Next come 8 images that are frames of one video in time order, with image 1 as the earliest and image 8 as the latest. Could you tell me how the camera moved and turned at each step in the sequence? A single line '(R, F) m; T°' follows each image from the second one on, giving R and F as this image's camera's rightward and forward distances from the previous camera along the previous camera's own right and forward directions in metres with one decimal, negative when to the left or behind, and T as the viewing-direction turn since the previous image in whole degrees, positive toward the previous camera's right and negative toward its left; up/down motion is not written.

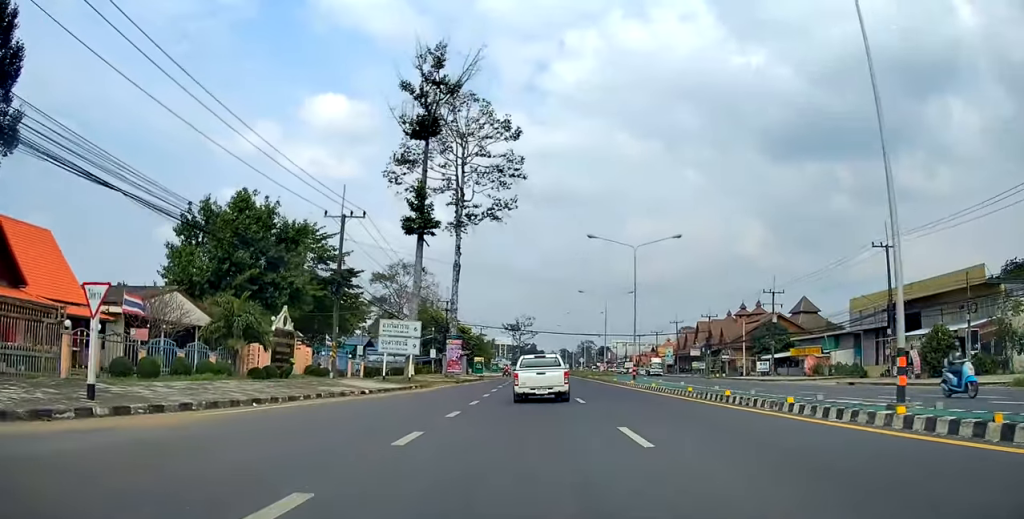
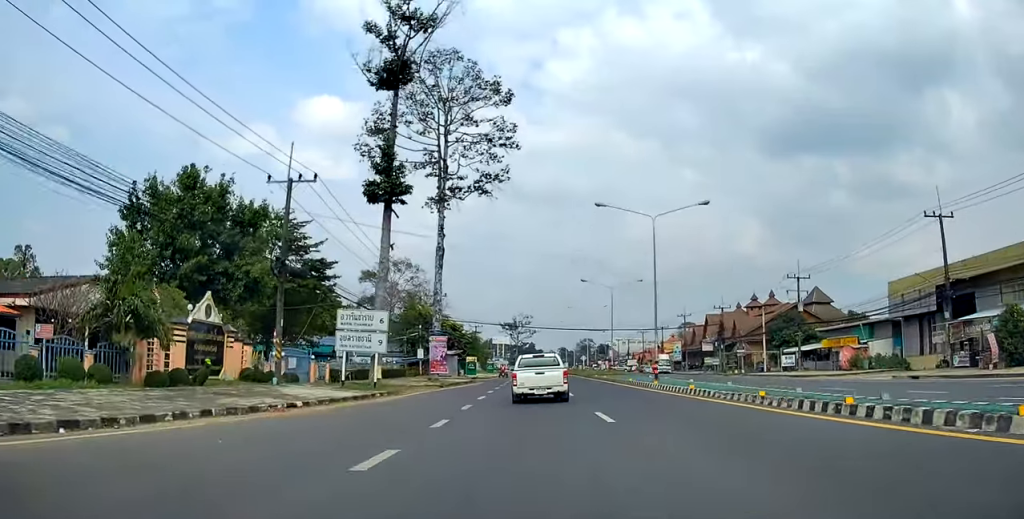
(-0.2, +8.2) m; +1°
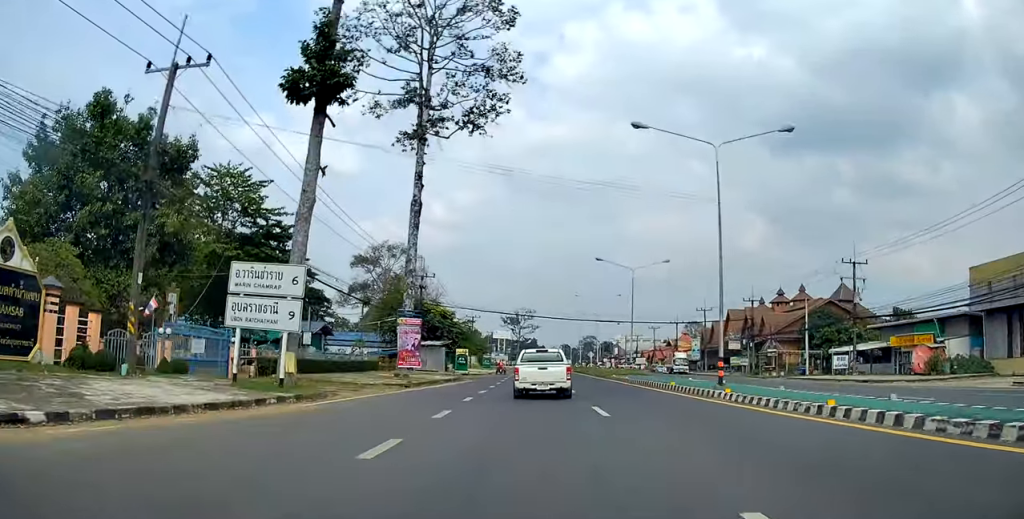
(+0.5, +12.1) m; +1°
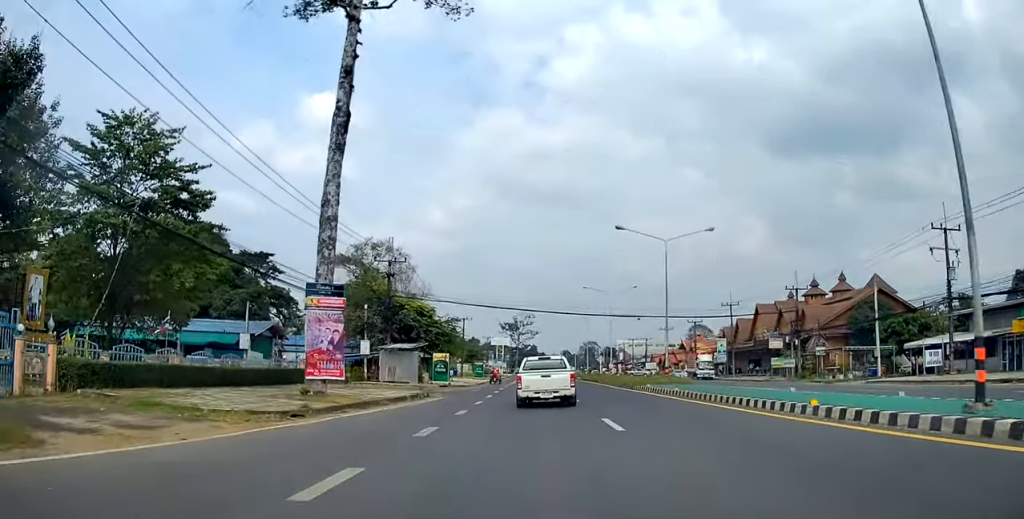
(-0.2, +14.4) m; +1°
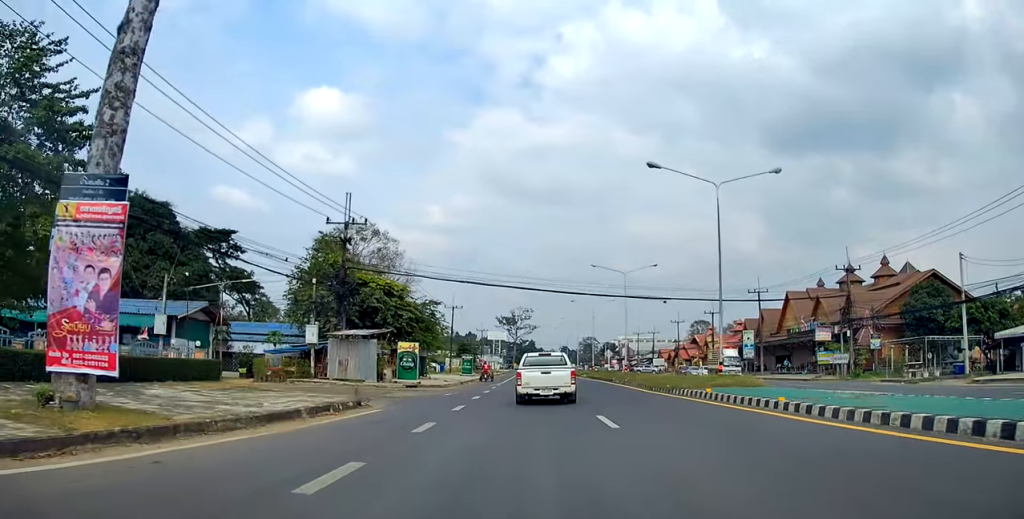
(+0.4, +12.6) m; +2°
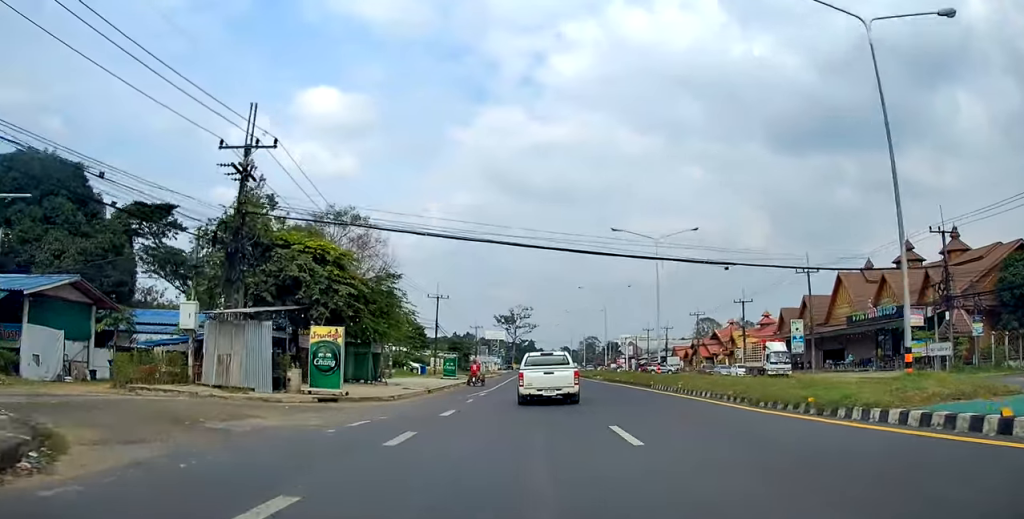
(0.0, +14.9) m; +1°
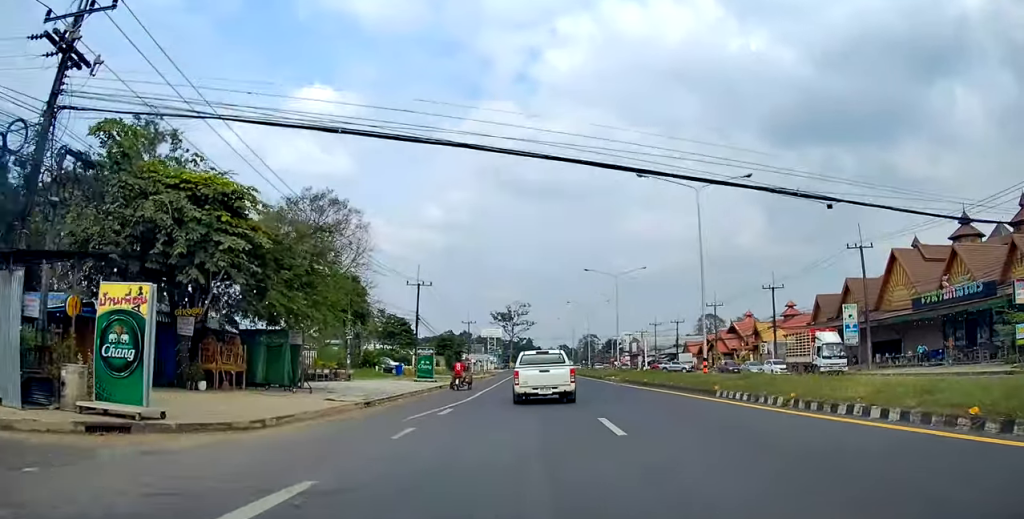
(+0.2, +12.1) m; +1°
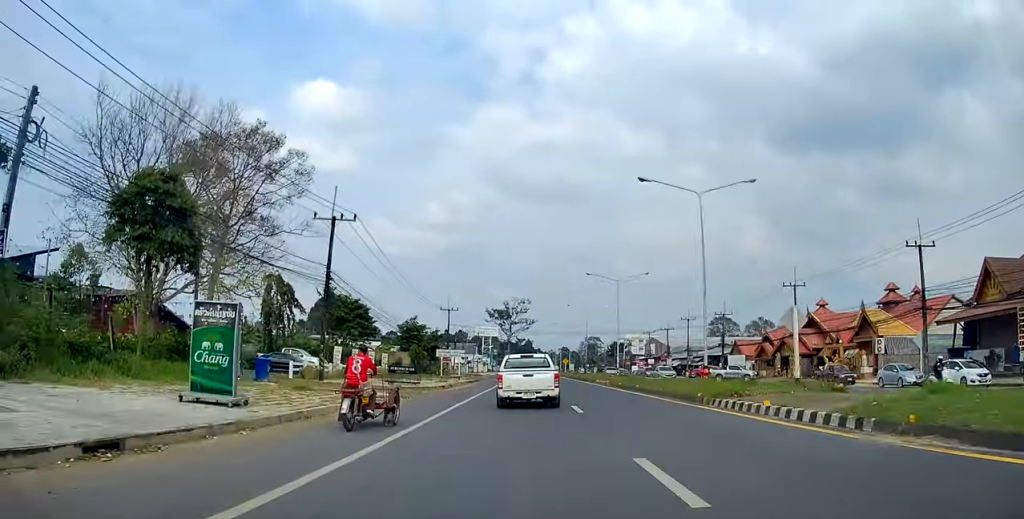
(-0.3, +30.2) m; -1°
